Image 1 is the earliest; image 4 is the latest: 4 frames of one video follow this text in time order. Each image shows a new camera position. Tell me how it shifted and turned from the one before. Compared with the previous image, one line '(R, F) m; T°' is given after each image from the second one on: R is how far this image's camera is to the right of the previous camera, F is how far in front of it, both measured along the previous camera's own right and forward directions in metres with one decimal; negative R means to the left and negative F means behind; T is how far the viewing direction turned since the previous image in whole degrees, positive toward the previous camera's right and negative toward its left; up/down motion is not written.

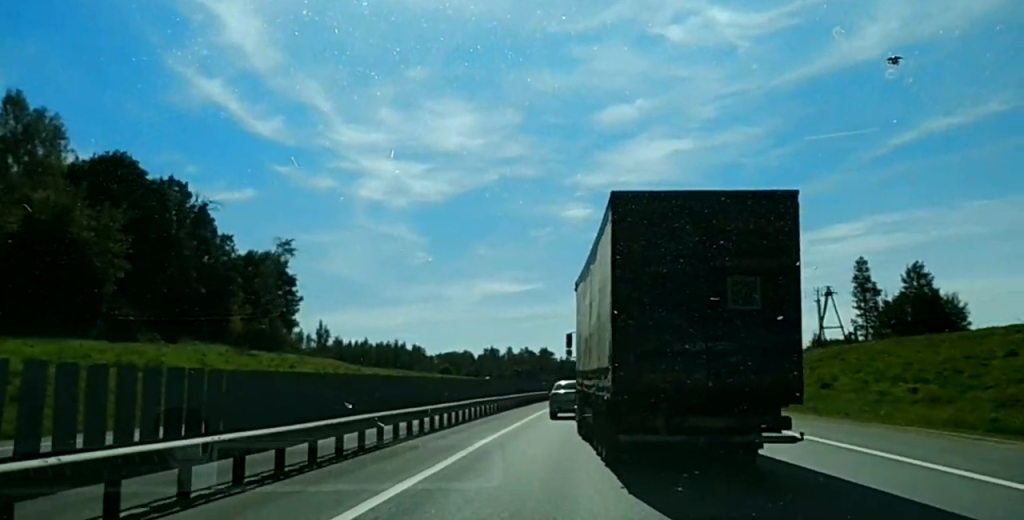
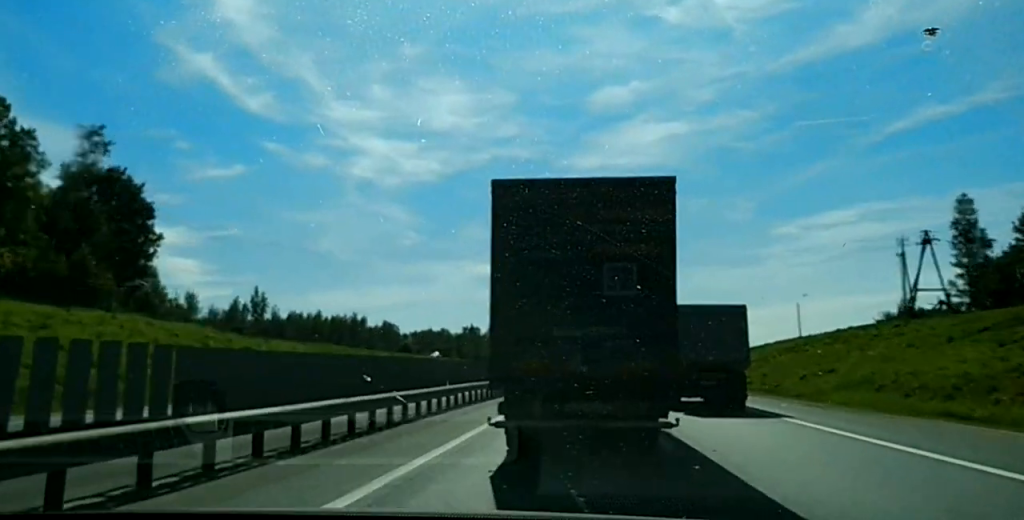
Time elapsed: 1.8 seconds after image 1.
(+0.2, +42.2) m; +1°
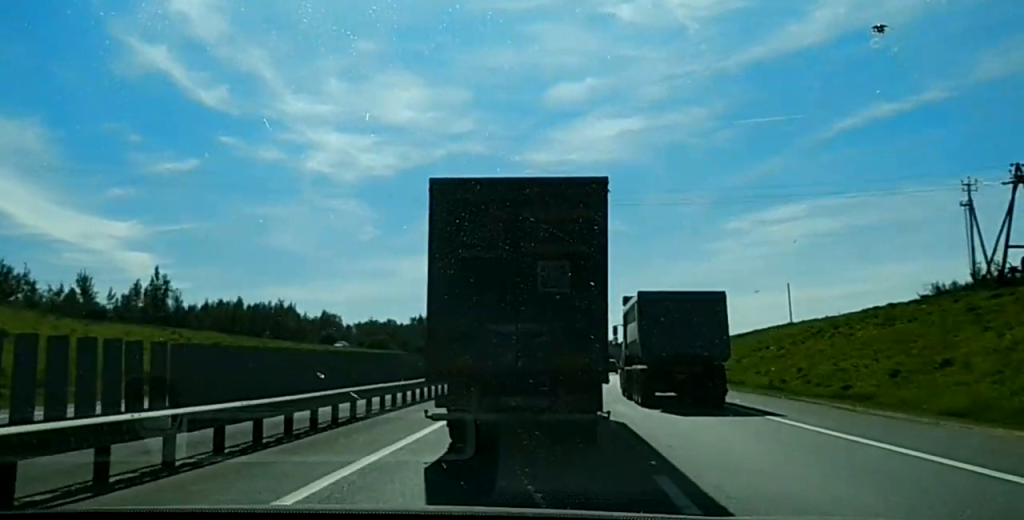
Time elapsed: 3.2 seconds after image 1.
(+0.5, +30.6) m; +1°
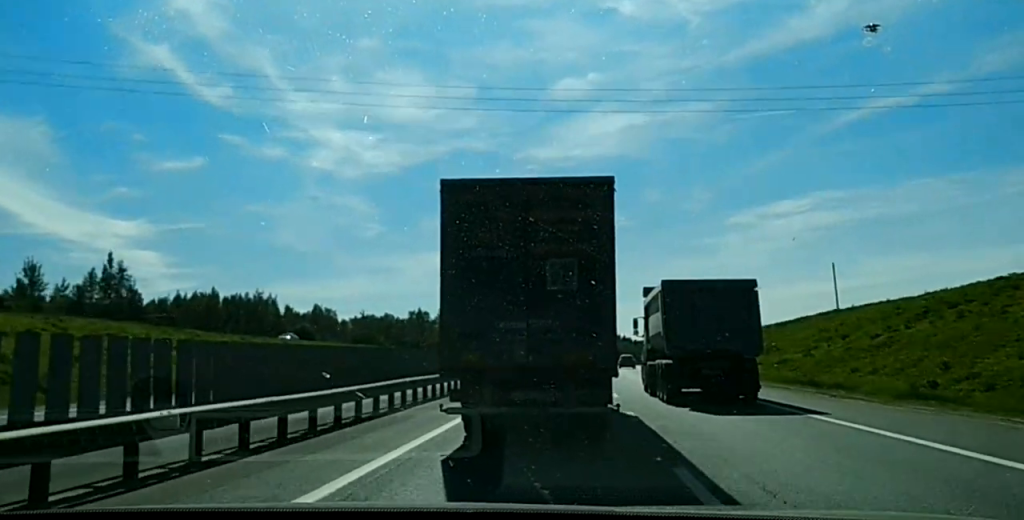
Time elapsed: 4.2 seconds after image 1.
(0.0, +23.2) m; 0°
